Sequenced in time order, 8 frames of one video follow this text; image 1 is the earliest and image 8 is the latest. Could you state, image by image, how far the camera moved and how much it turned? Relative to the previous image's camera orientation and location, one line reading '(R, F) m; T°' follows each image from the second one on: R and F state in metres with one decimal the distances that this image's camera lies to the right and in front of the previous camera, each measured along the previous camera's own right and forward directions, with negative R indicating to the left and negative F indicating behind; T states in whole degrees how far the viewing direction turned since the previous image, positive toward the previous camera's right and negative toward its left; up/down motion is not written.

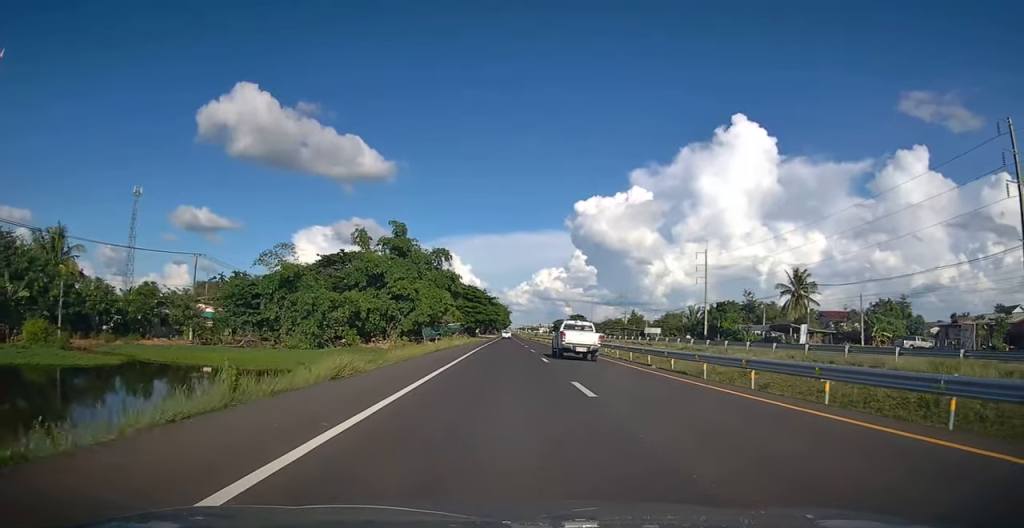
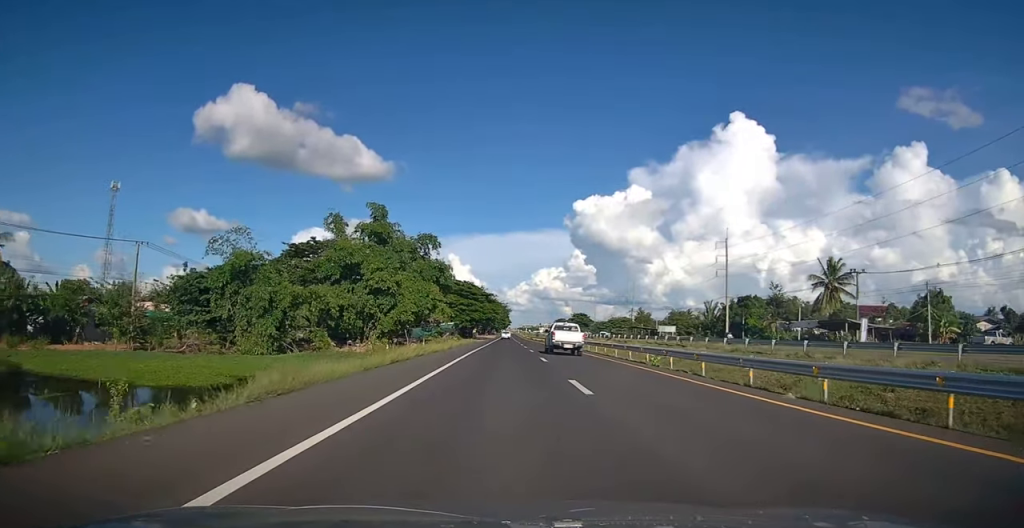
(0.0, +12.0) m; 0°
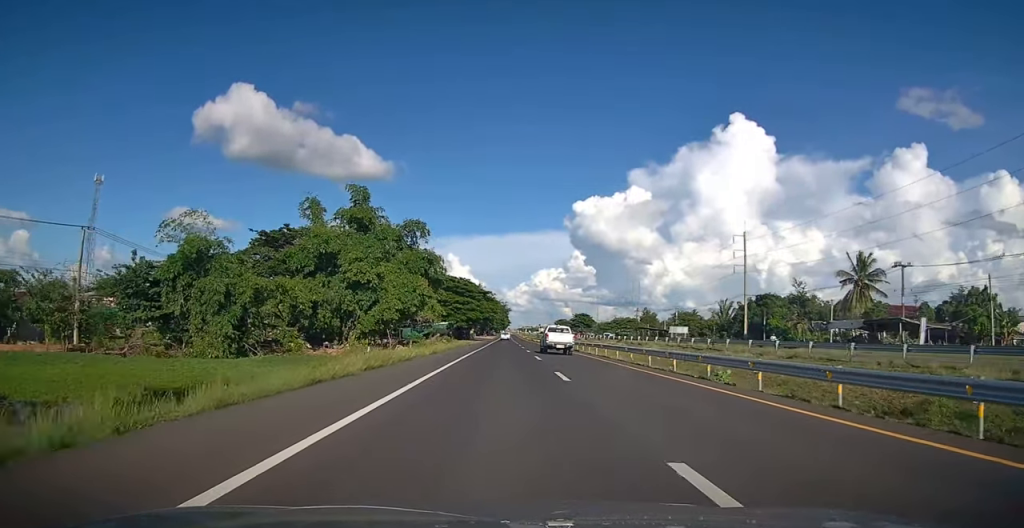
(0.0, +8.7) m; 0°
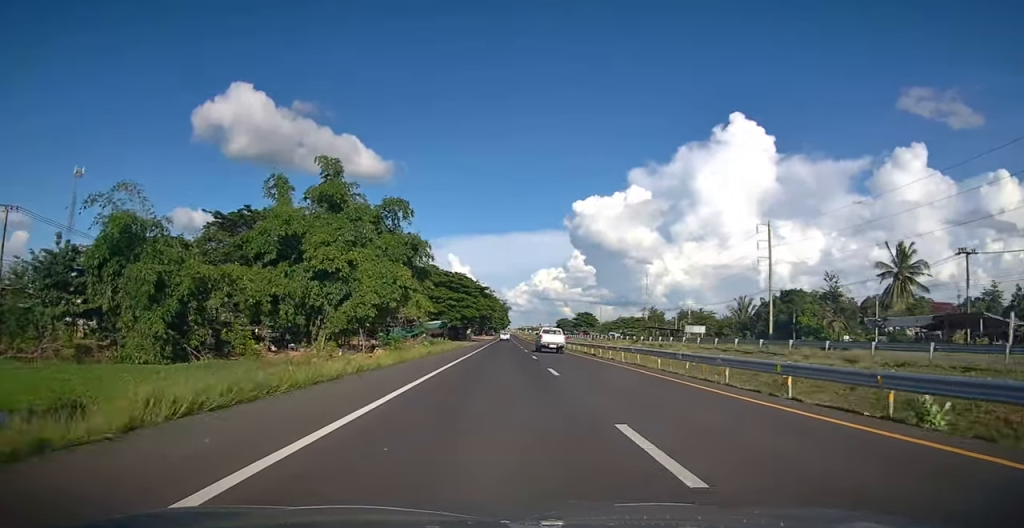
(0.0, +9.9) m; 0°
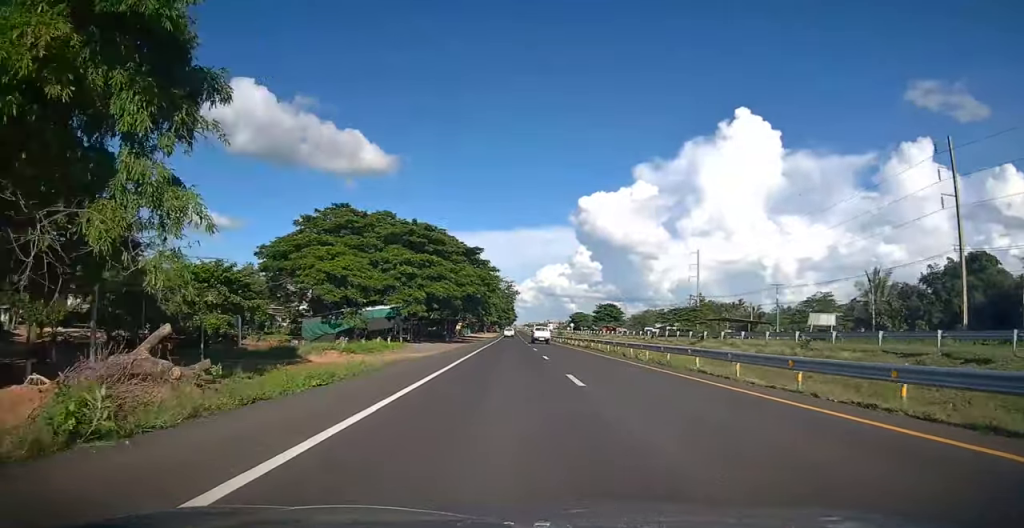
(-0.2, +40.5) m; -1°
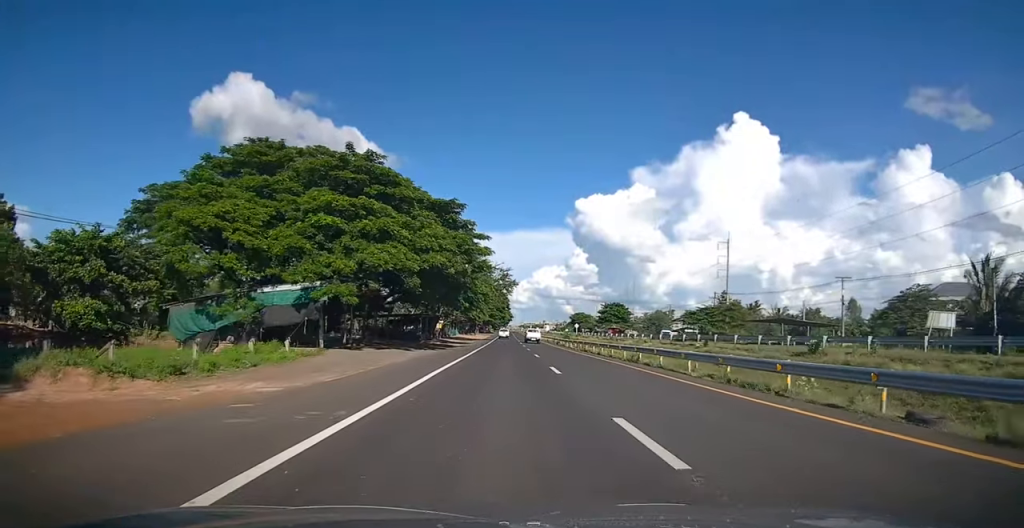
(-0.1, +19.6) m; 0°
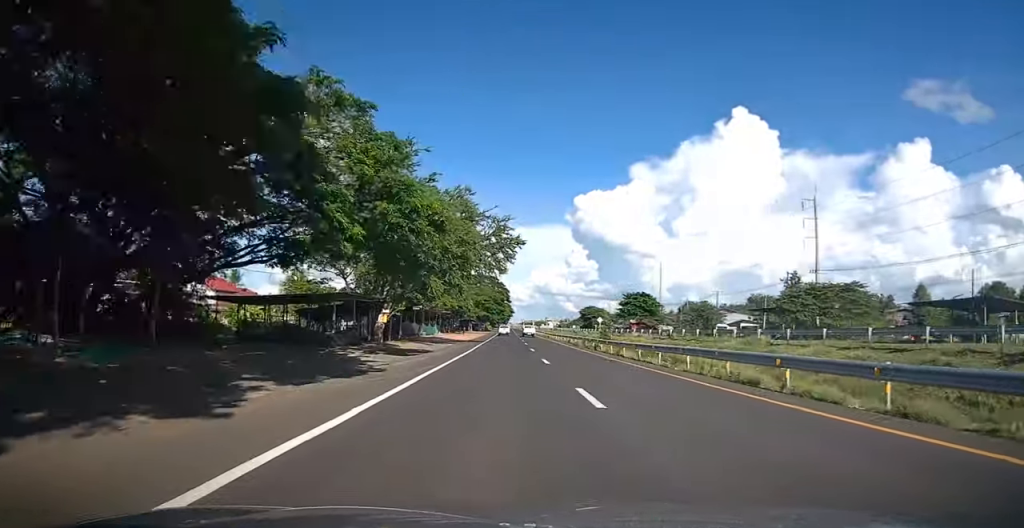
(+0.2, +32.4) m; +1°
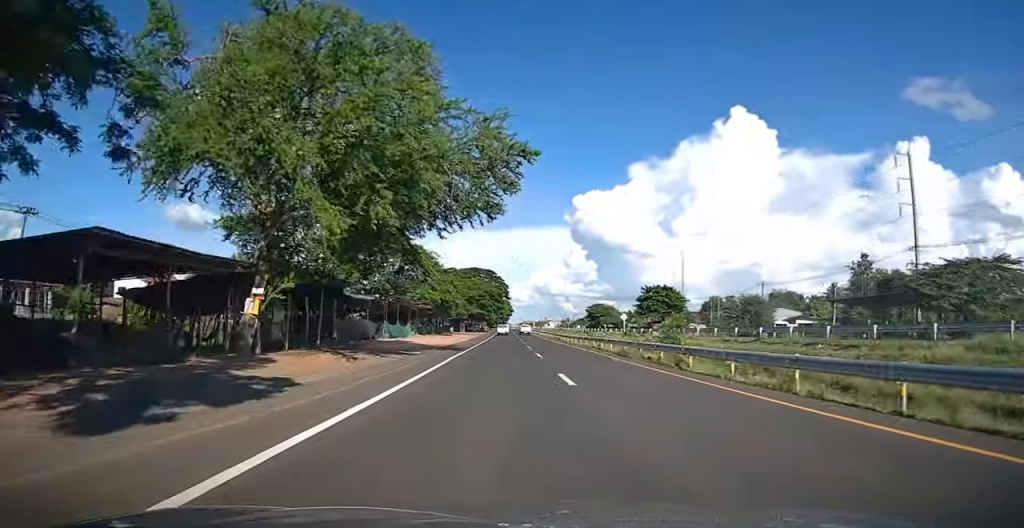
(+0.1, +20.5) m; 0°
